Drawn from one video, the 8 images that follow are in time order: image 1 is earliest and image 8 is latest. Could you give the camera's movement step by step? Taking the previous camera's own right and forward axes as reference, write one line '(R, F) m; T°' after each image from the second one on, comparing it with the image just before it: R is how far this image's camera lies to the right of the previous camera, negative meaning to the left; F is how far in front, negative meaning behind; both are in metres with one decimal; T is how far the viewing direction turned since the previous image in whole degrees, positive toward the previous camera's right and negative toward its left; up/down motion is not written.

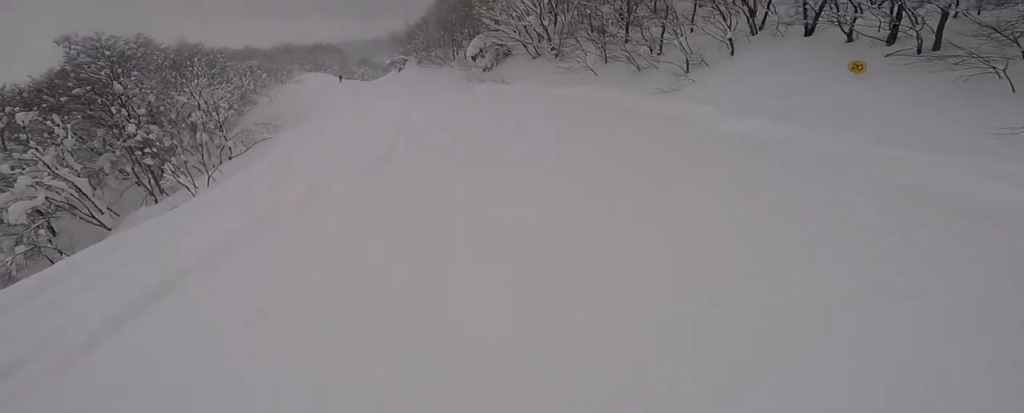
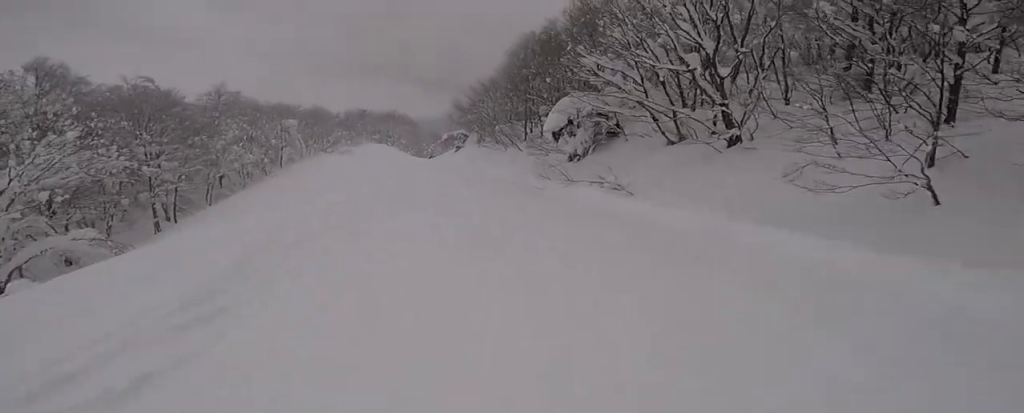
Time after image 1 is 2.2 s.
(-4.7, +18.4) m; -22°
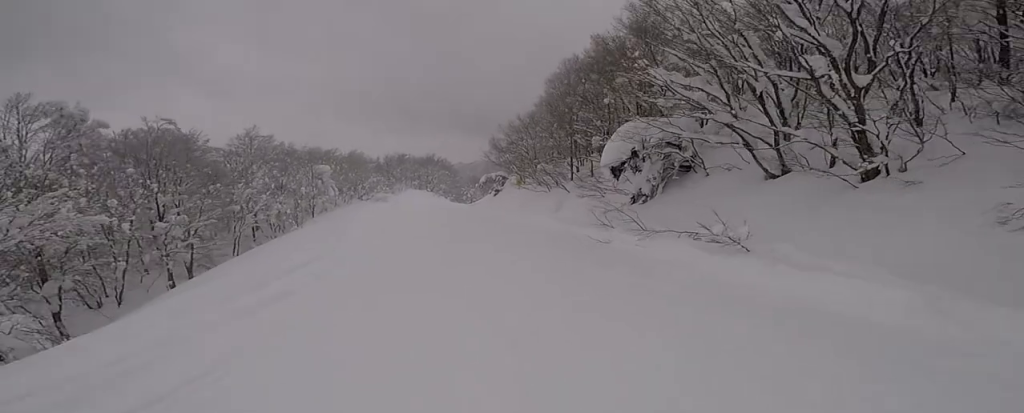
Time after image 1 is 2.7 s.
(-0.1, +4.5) m; 0°
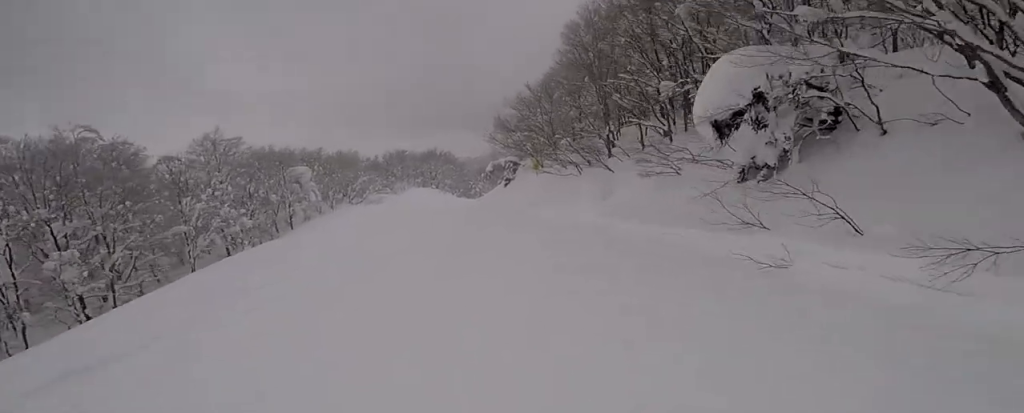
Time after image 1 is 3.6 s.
(+0.7, +8.0) m; -2°
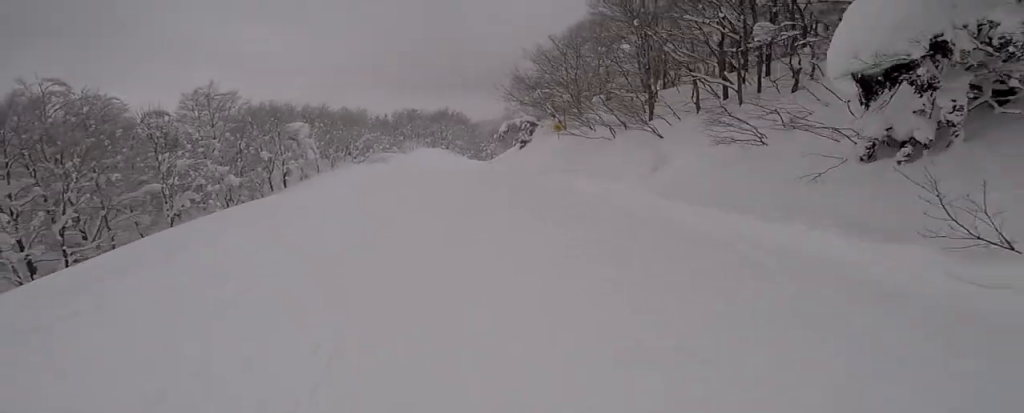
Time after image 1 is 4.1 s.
(-0.4, +3.5) m; -4°
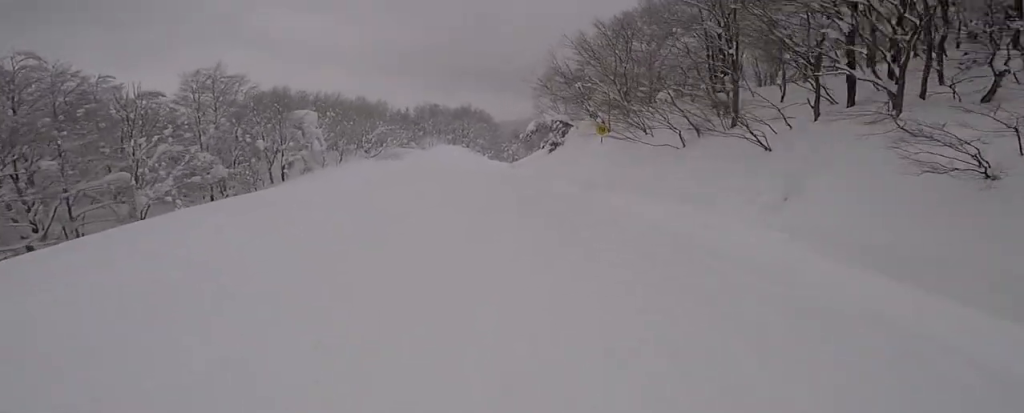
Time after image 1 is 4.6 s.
(-0.3, +4.6) m; -4°
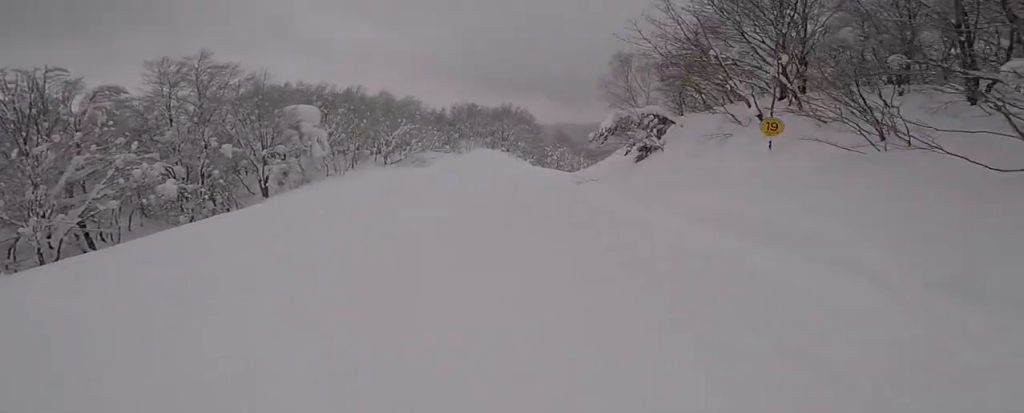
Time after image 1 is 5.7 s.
(-0.1, +9.3) m; -1°
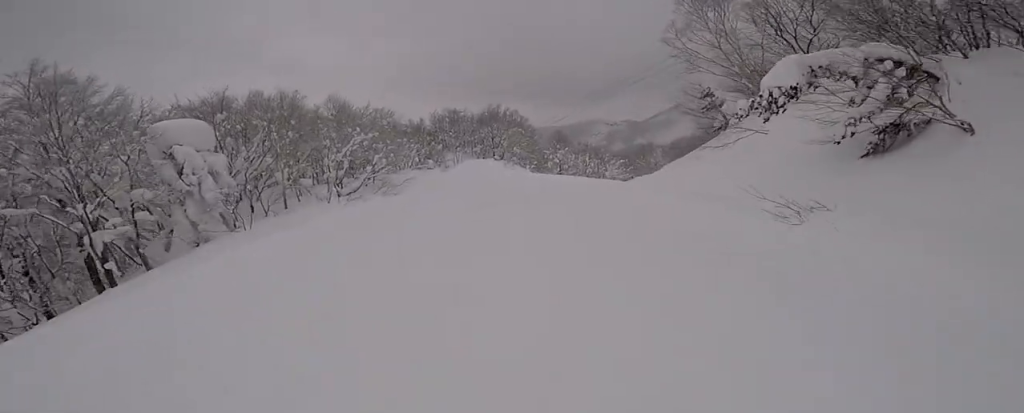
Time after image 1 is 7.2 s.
(-0.4, +11.8) m; -2°
